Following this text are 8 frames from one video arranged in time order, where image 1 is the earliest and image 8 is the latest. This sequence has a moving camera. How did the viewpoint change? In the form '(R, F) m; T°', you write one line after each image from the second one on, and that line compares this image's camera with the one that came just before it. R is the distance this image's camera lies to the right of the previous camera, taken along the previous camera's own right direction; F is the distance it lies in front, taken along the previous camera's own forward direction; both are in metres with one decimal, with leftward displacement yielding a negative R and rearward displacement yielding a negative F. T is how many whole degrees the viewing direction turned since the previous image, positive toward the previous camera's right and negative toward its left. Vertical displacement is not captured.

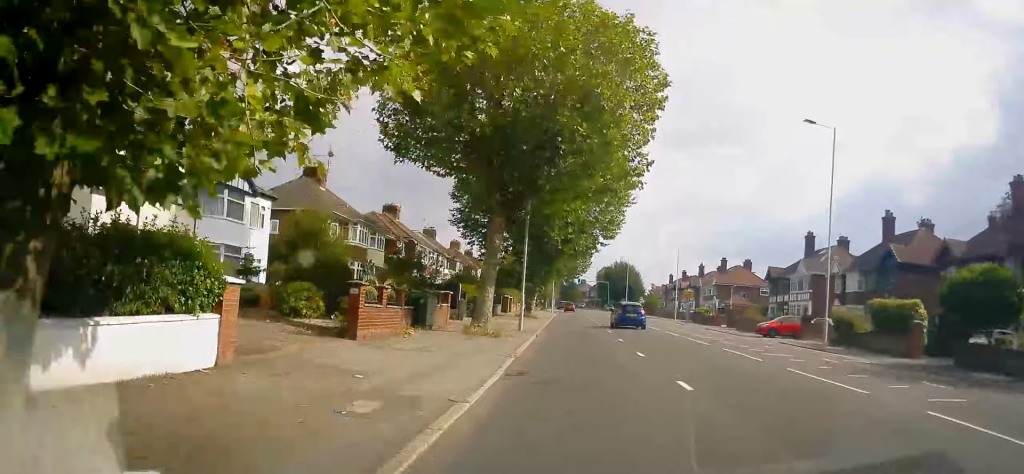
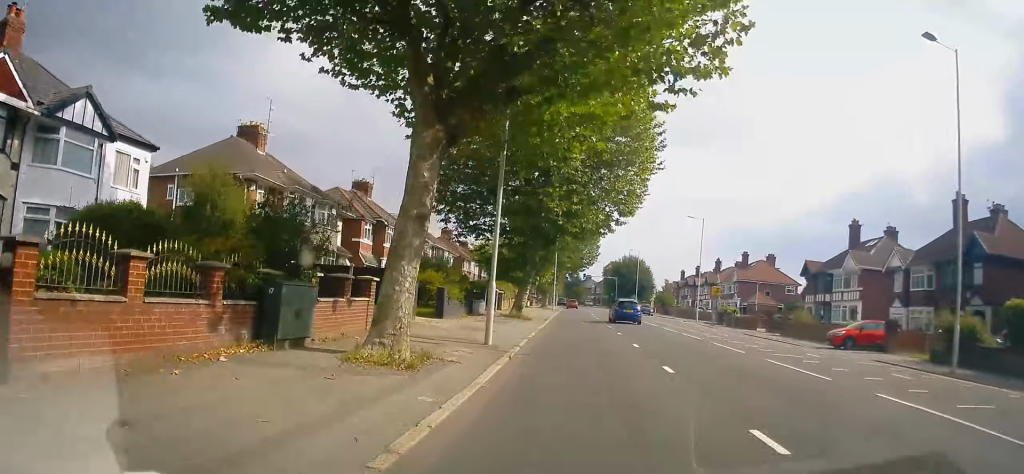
(-0.2, +10.1) m; -1°
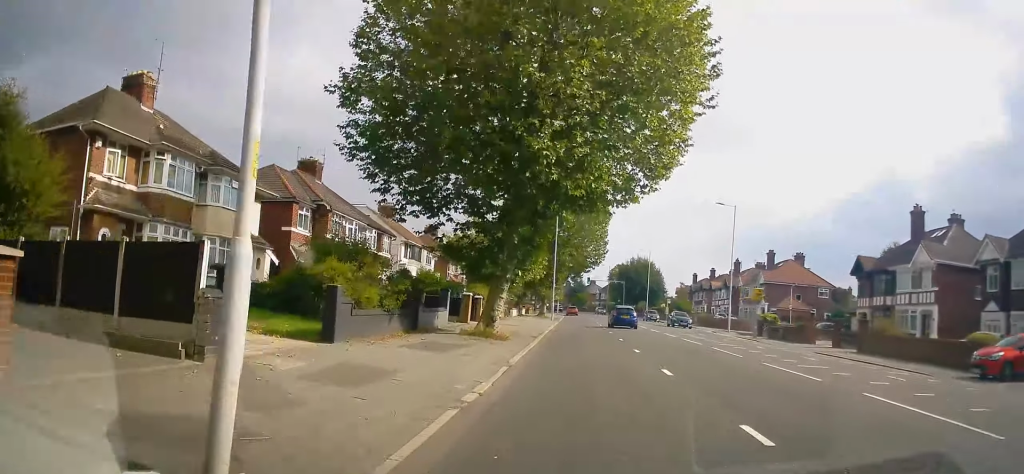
(0.0, +11.3) m; 0°
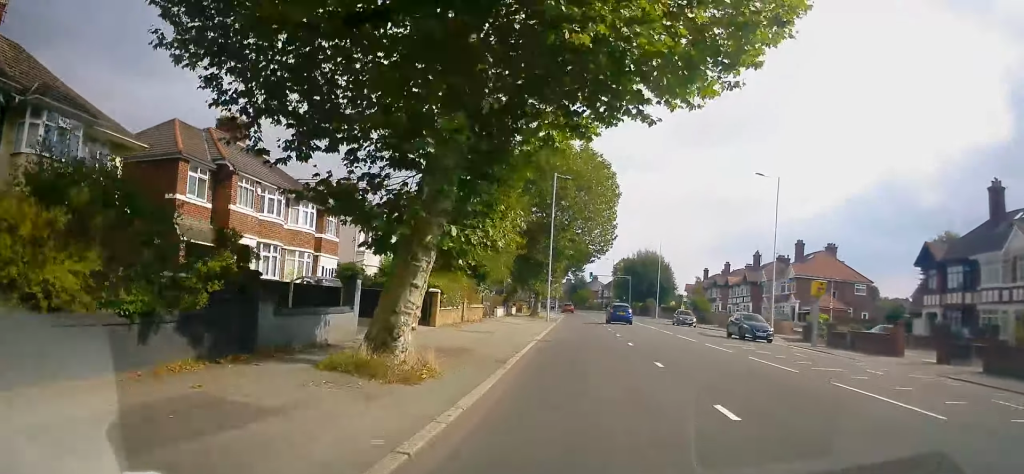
(0.0, +10.6) m; 0°
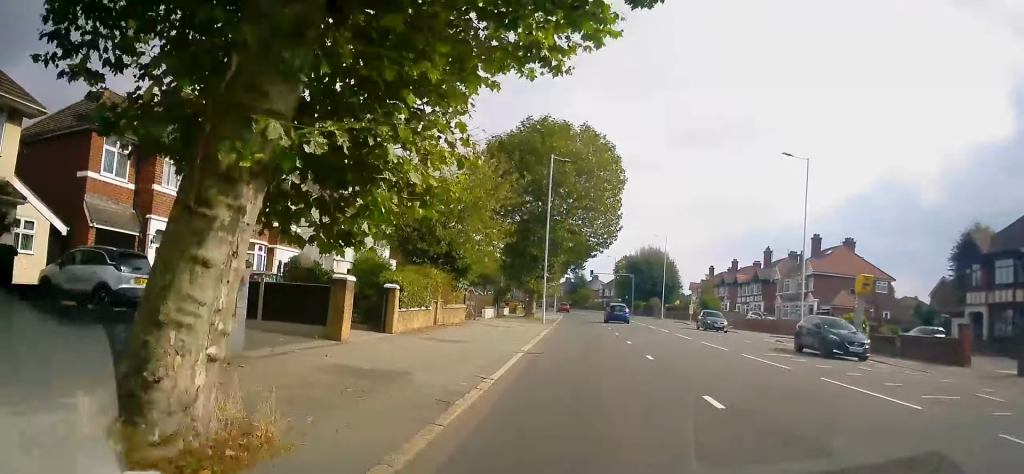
(-0.3, +5.3) m; 0°
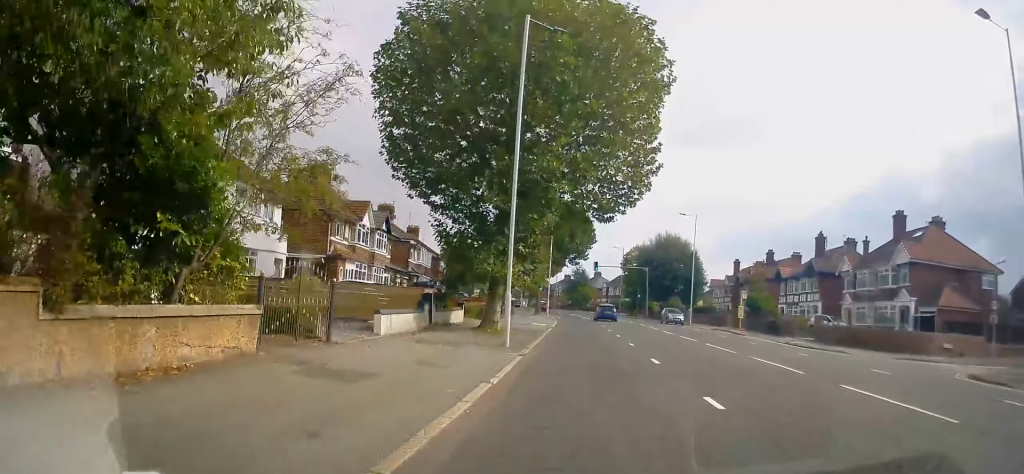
(+0.2, +19.0) m; -2°
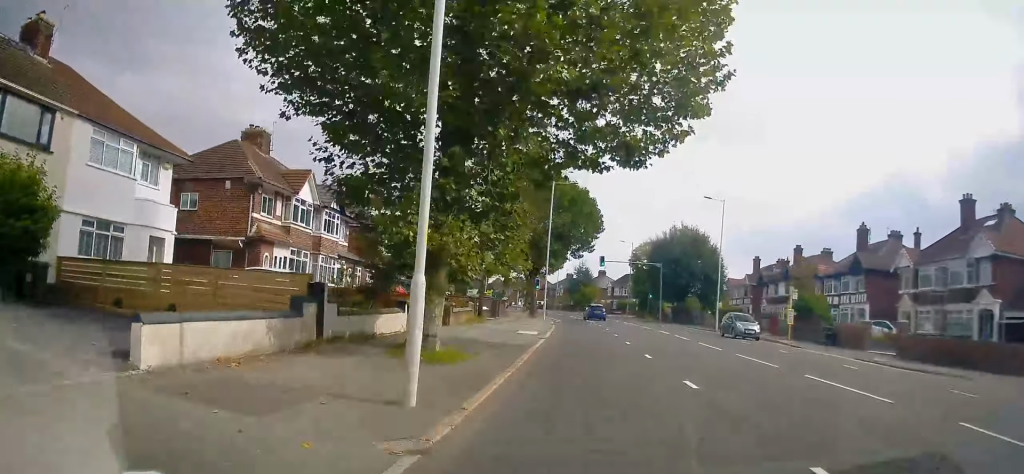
(-0.2, +9.9) m; 0°
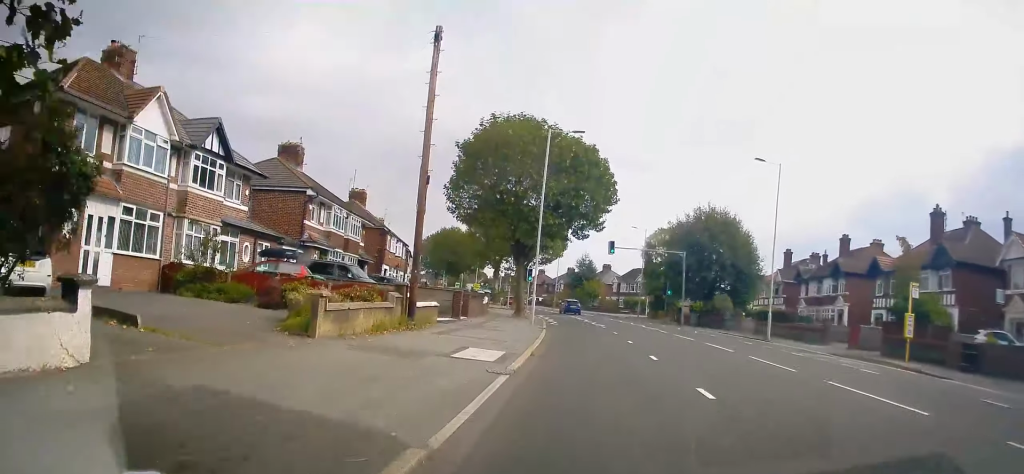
(+0.4, +13.0) m; +1°
